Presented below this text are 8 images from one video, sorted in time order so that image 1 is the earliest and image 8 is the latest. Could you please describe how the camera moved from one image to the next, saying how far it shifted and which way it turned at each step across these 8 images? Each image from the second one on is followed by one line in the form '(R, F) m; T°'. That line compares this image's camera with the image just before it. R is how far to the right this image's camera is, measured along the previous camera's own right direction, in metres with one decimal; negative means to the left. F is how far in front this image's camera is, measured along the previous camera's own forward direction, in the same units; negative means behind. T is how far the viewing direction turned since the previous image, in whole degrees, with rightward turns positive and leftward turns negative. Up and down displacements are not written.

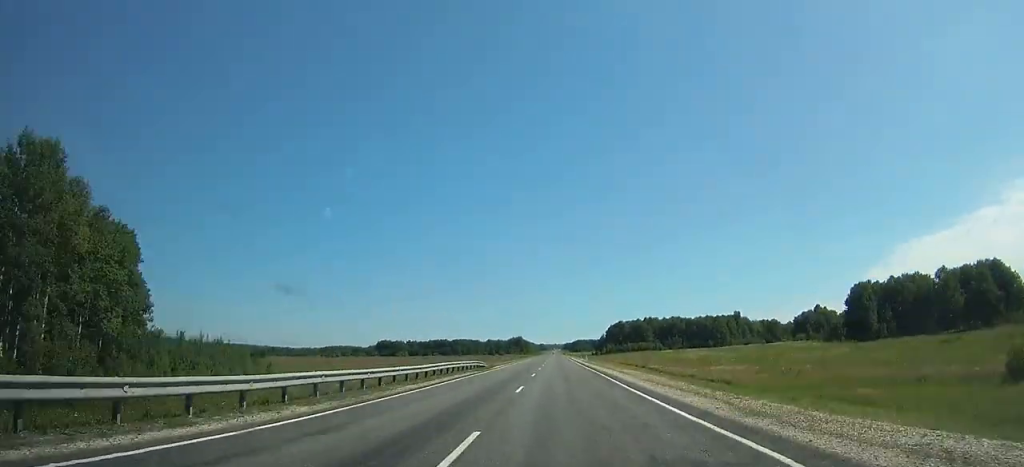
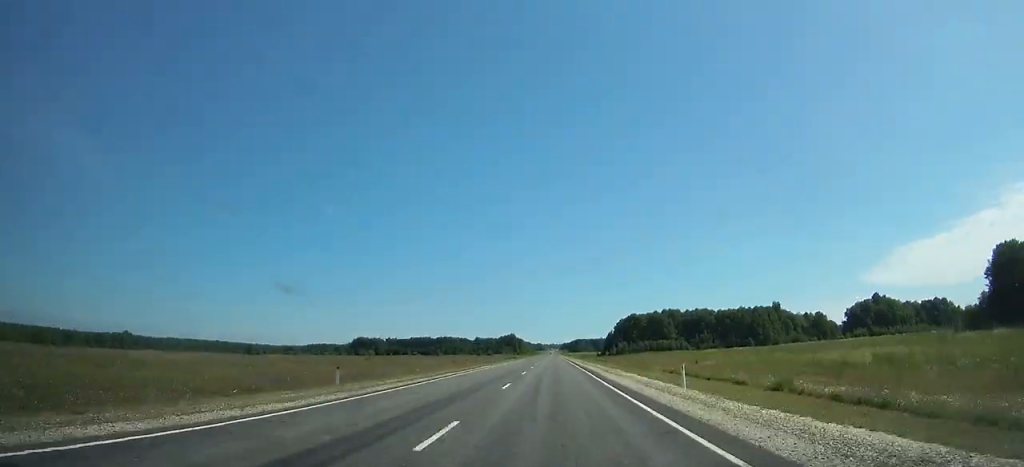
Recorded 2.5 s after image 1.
(+0.1, +70.9) m; 0°
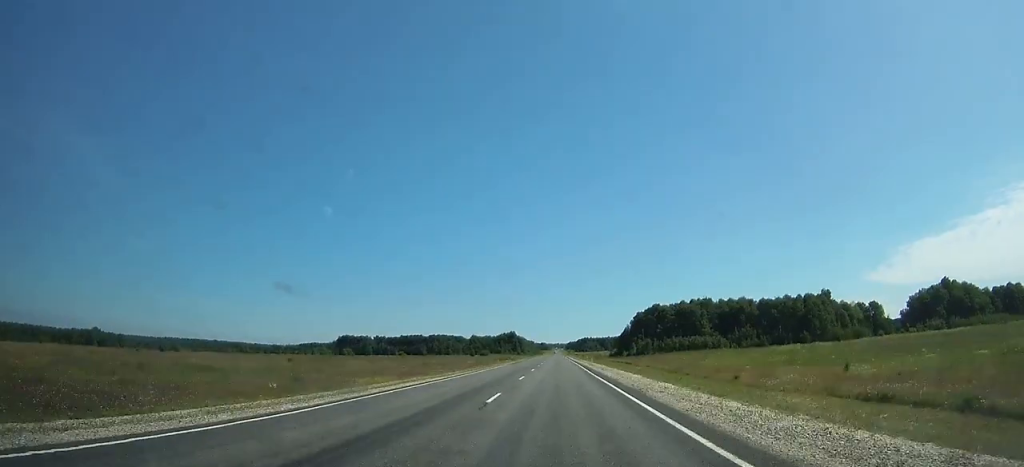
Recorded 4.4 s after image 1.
(0.0, +53.2) m; 0°
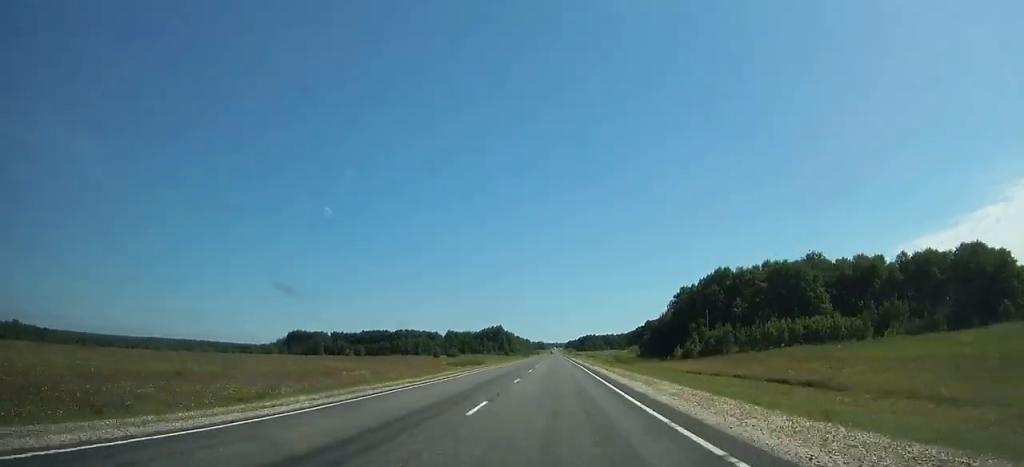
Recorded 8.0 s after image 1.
(0.0, +99.2) m; 0°
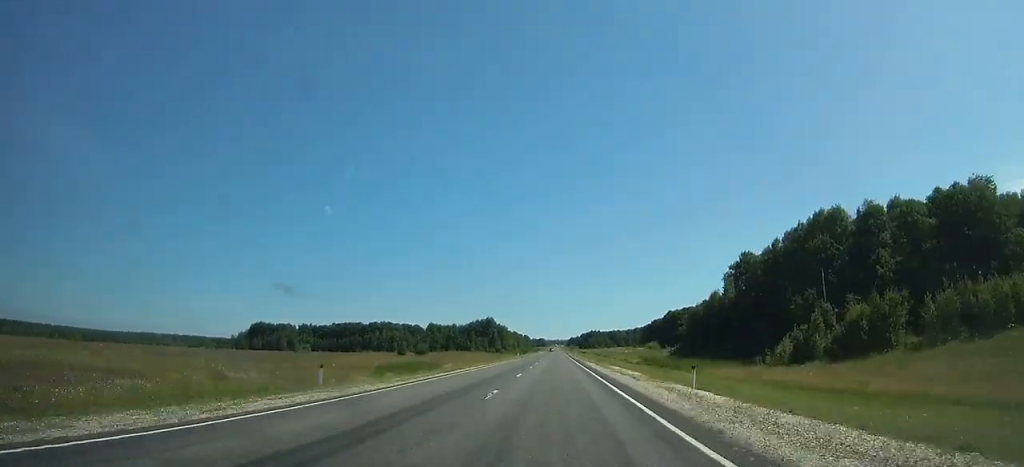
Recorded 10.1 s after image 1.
(+0.1, +57.3) m; 0°
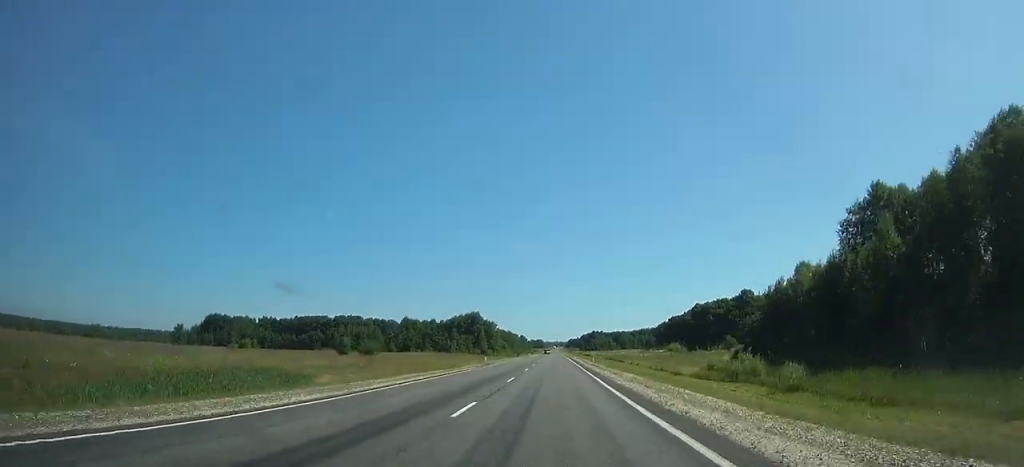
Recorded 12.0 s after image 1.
(0.0, +51.5) m; 0°
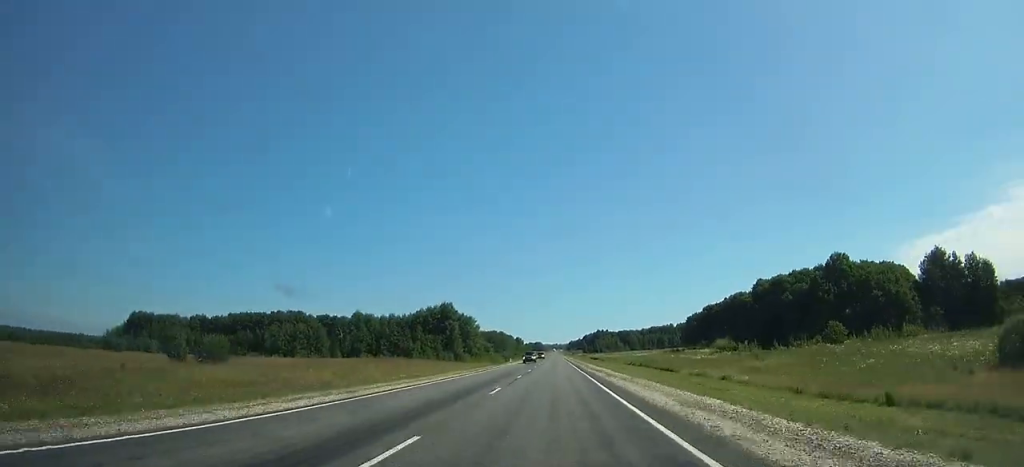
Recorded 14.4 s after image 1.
(0.0, +64.9) m; 0°
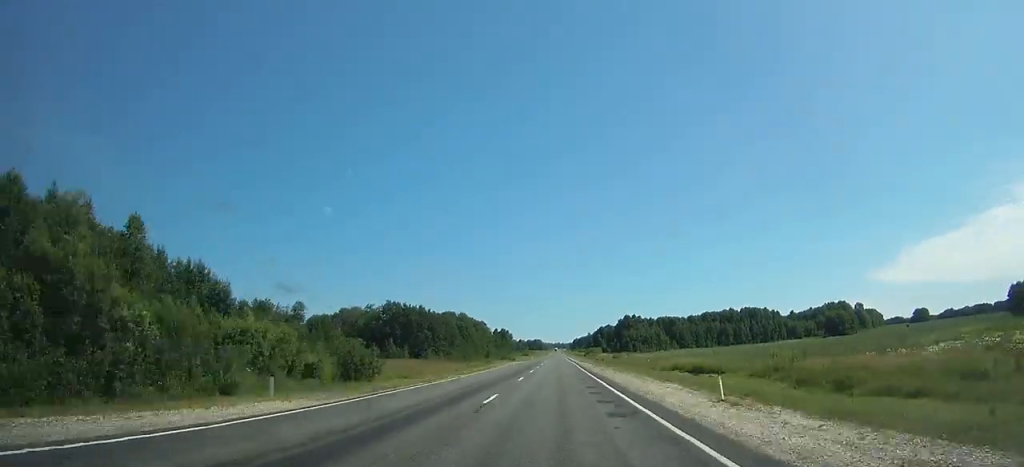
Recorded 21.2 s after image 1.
(-0.2, +183.7) m; 0°
